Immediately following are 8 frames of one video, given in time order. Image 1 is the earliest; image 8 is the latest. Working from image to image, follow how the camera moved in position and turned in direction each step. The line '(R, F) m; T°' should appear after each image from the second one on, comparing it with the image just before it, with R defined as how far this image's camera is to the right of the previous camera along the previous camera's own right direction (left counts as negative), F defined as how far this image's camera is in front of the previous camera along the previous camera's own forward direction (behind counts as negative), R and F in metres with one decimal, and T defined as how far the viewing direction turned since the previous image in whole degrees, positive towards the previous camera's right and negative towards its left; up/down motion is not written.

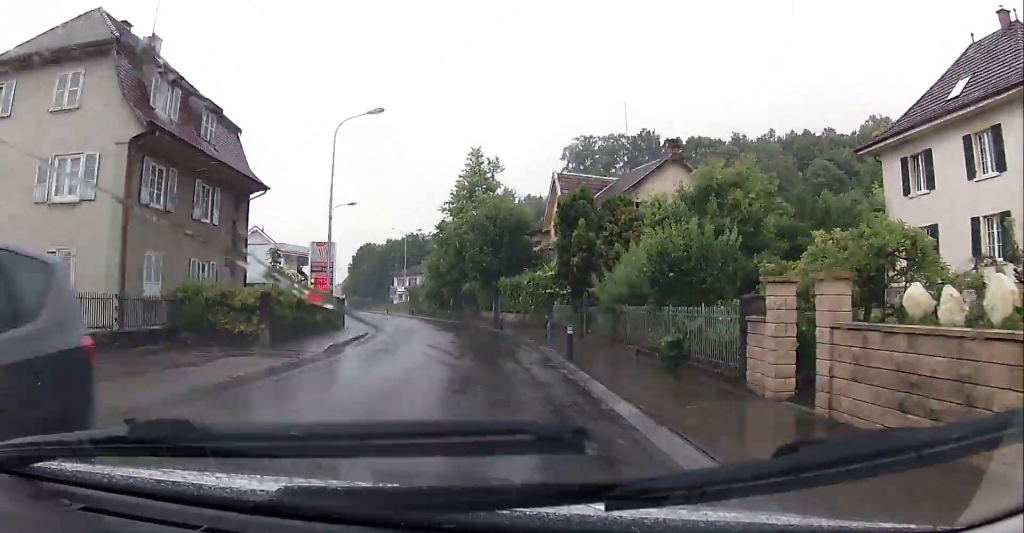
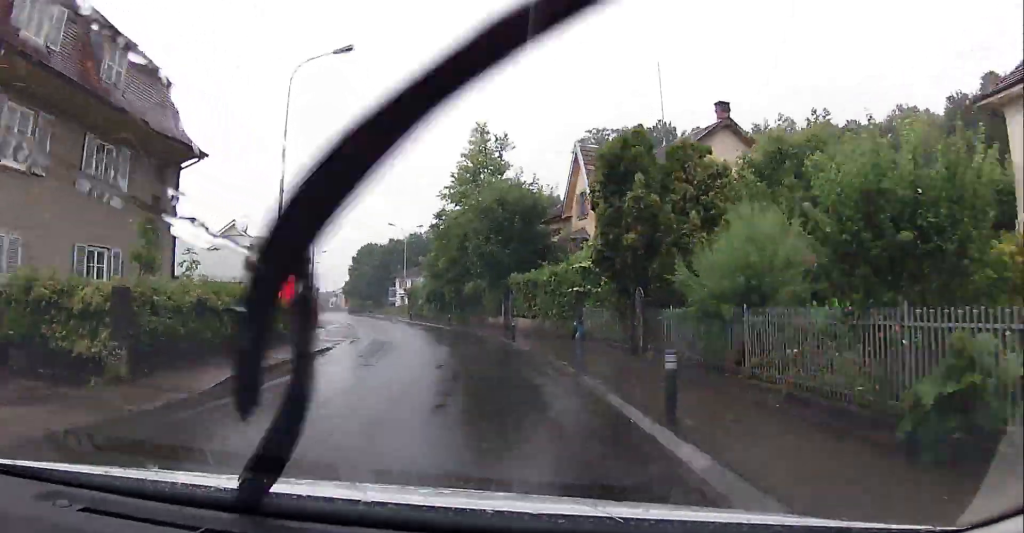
(-0.1, +8.2) m; -1°
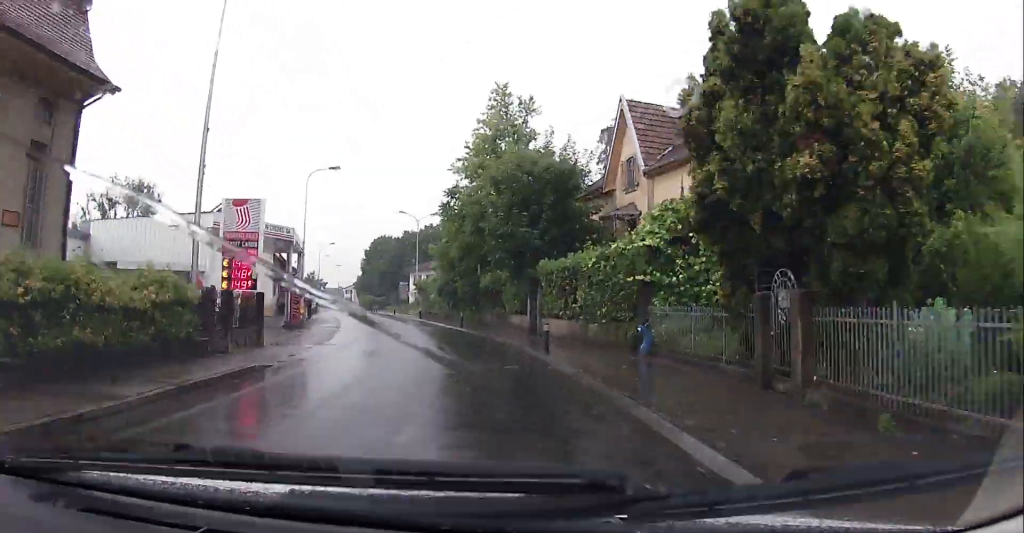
(+0.1, +7.8) m; -2°
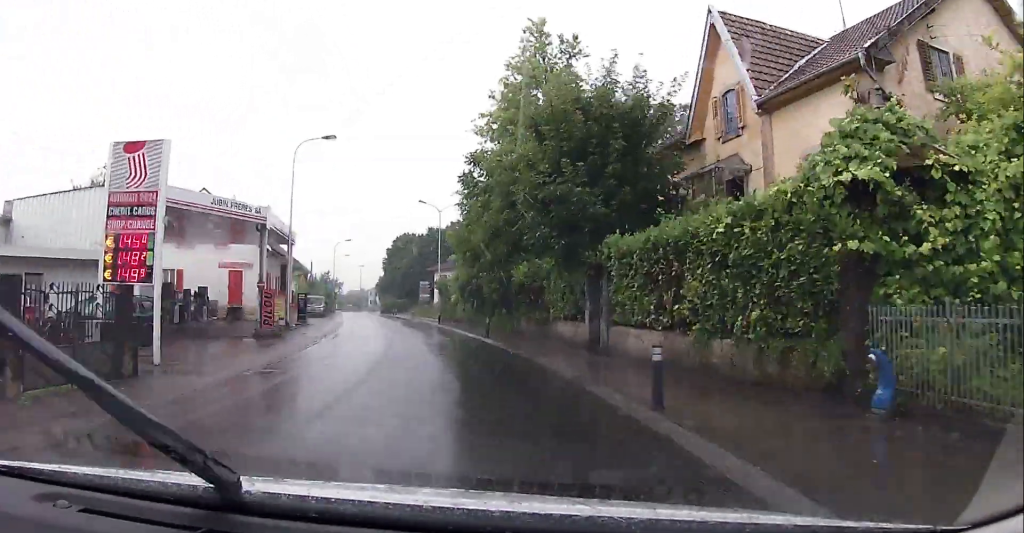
(-0.2, +9.2) m; -2°
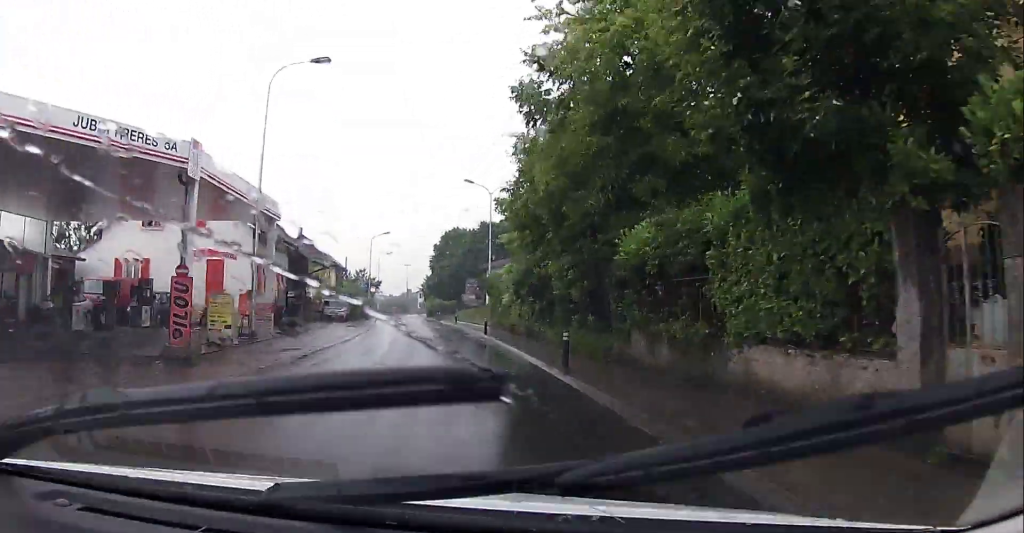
(-0.4, +12.5) m; -3°
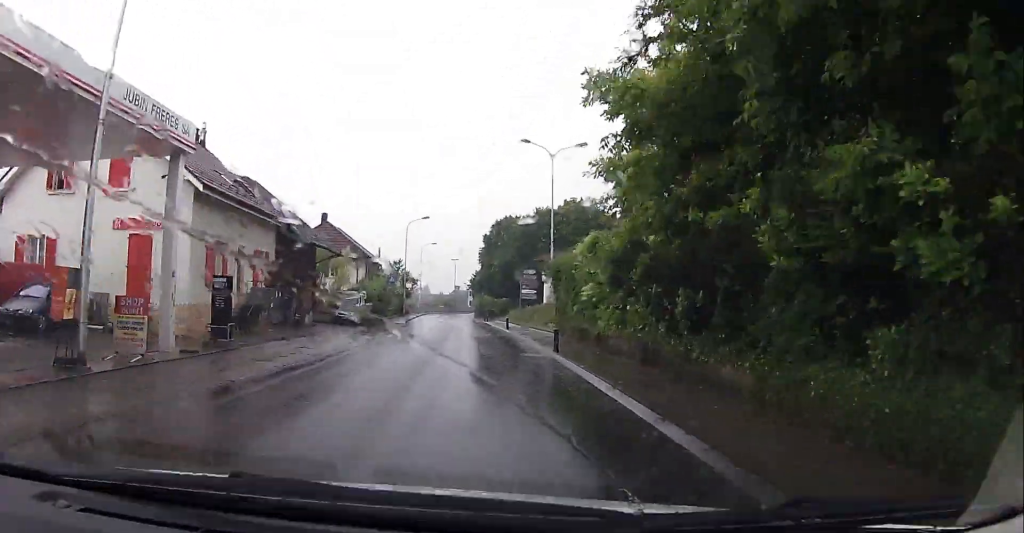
(-0.3, +13.2) m; -5°
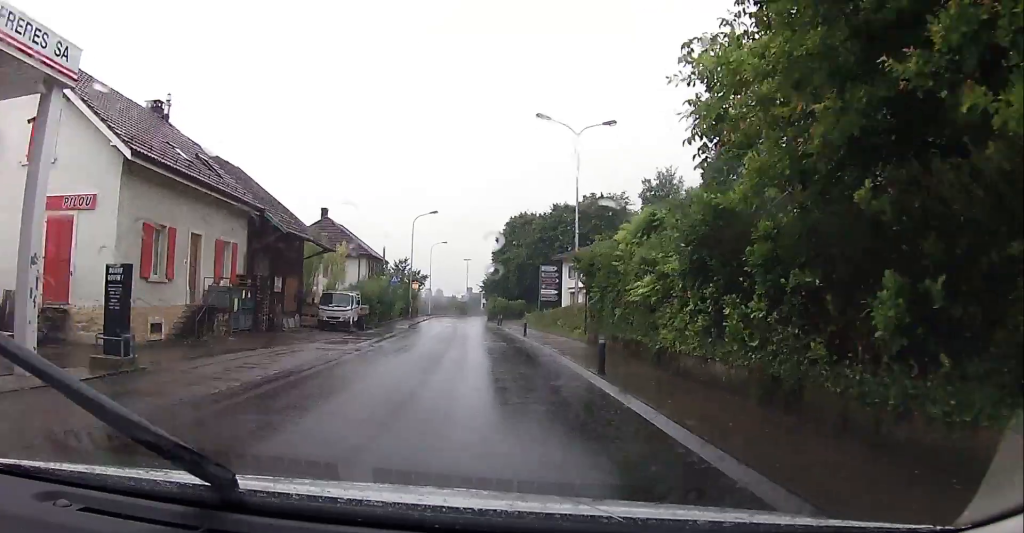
(-0.4, +5.9) m; -3°
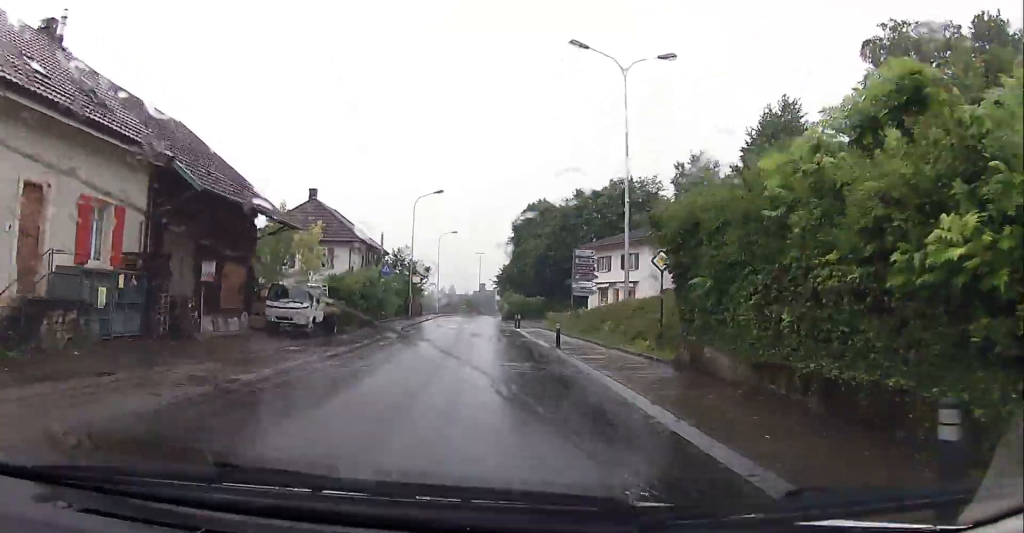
(-0.4, +10.0) m; -2°
